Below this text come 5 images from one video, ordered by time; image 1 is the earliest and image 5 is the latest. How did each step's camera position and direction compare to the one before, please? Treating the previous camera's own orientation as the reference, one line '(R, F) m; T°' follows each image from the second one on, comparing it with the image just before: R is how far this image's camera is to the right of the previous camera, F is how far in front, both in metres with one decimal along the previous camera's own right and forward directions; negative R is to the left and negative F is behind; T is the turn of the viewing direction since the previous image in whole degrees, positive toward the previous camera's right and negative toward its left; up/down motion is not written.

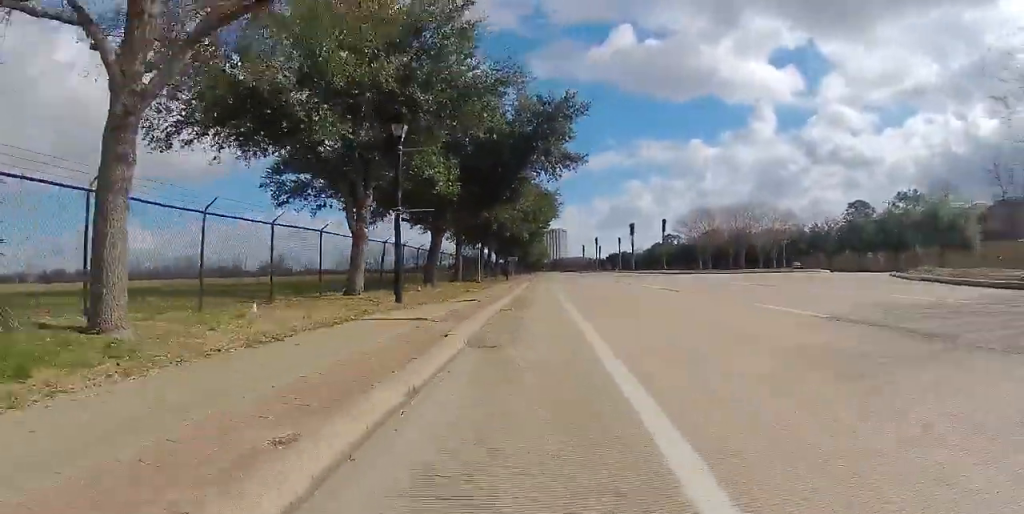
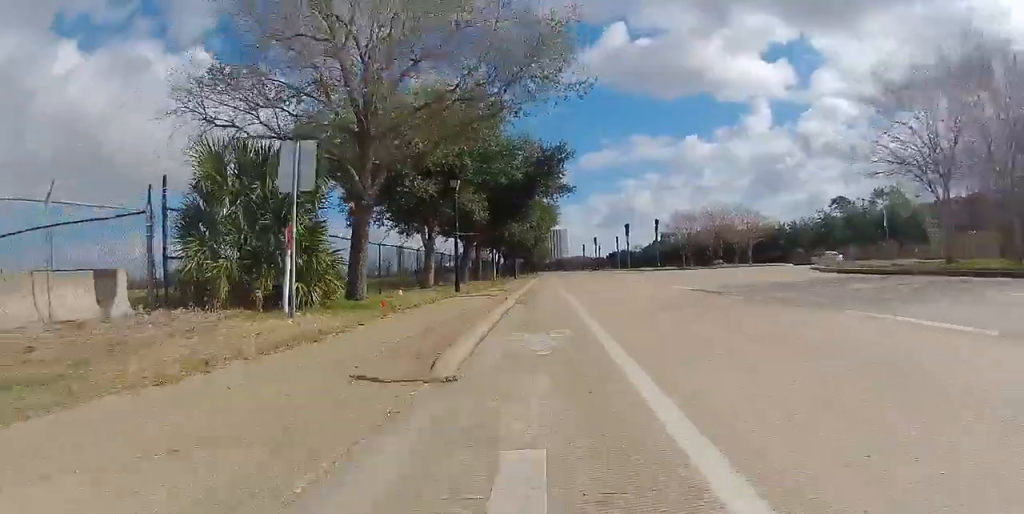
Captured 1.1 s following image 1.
(-0.4, +8.5) m; 0°
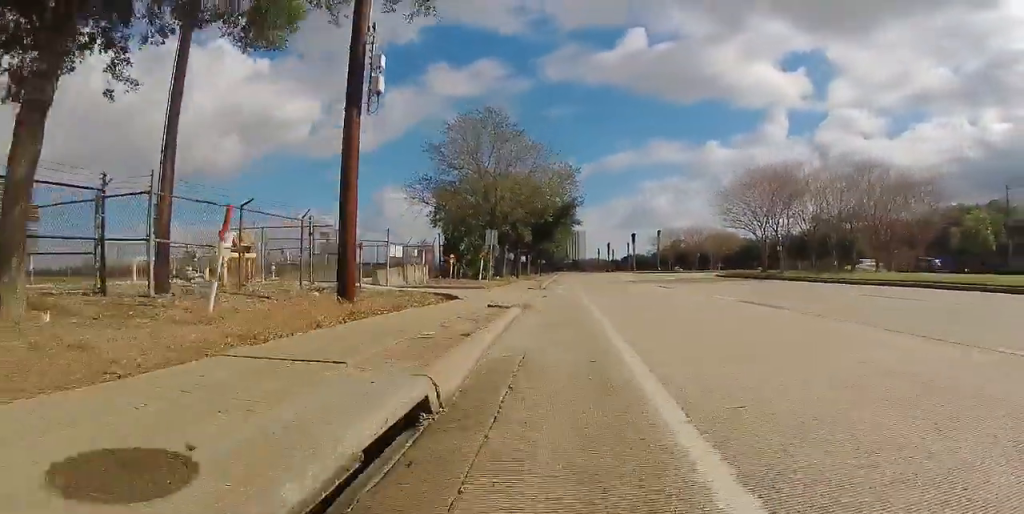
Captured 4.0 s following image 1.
(+1.3, +21.1) m; +2°
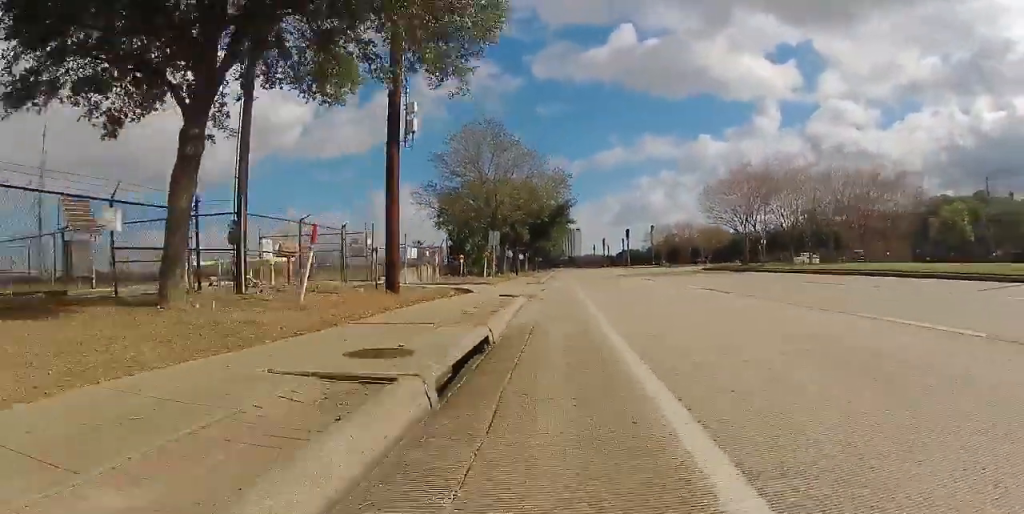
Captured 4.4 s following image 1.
(0.0, +3.1) m; -1°
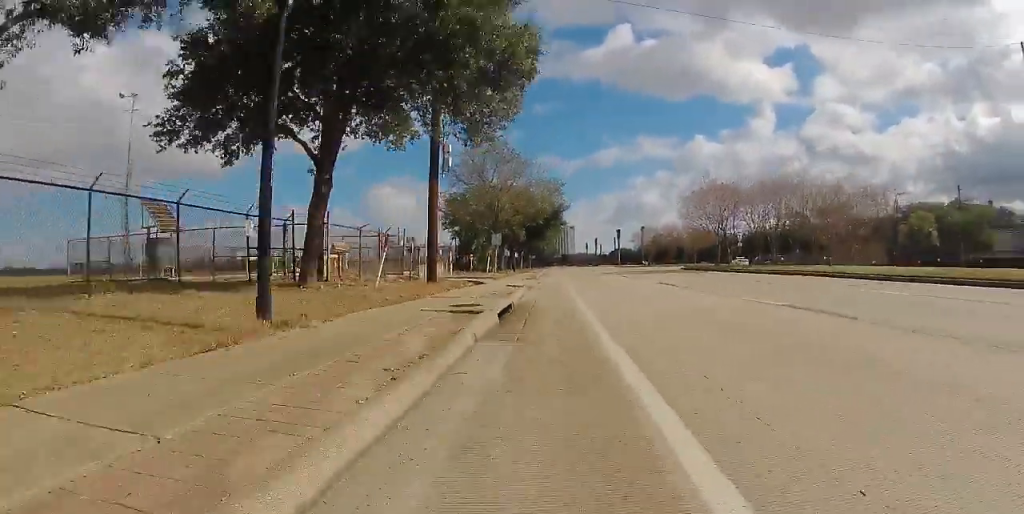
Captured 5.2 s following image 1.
(-0.1, +5.2) m; -1°
